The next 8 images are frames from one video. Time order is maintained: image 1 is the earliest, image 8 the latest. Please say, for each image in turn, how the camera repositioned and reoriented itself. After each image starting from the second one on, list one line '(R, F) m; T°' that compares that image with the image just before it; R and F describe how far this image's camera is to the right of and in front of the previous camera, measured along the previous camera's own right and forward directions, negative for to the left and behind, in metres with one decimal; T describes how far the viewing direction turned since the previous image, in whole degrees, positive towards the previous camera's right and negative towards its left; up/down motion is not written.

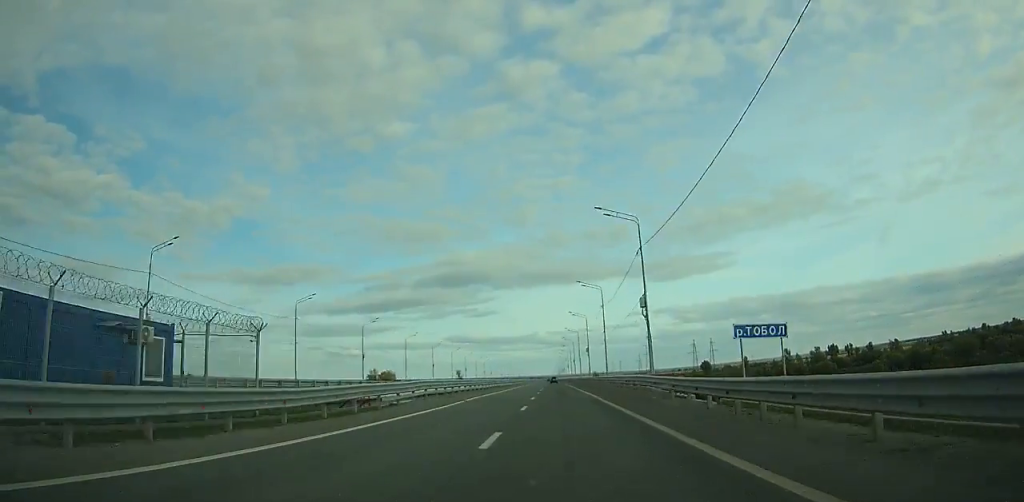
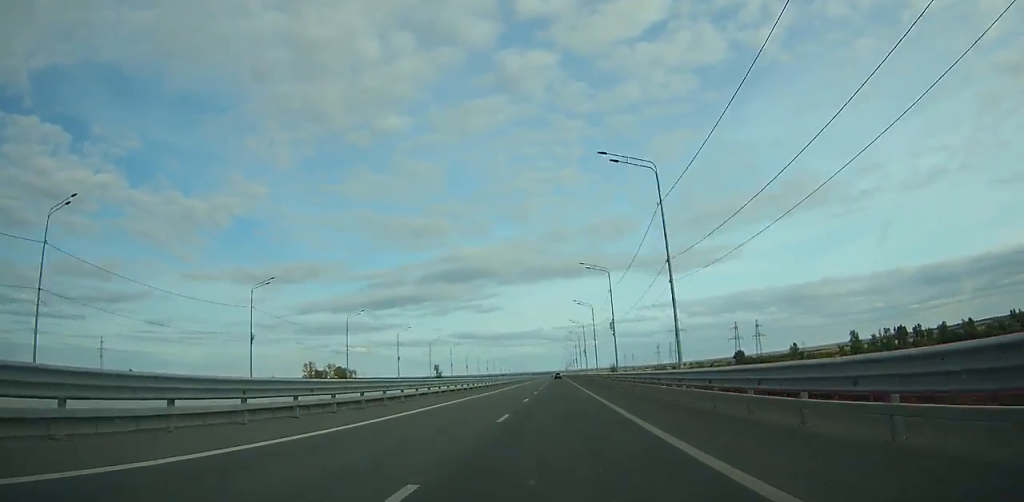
(-1.5, +102.1) m; -1°
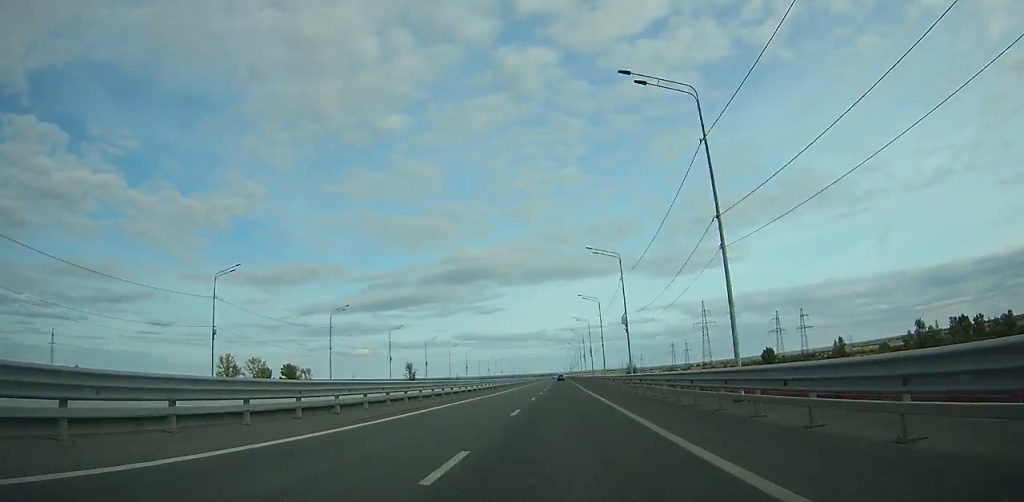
(-0.2, +68.8) m; 0°
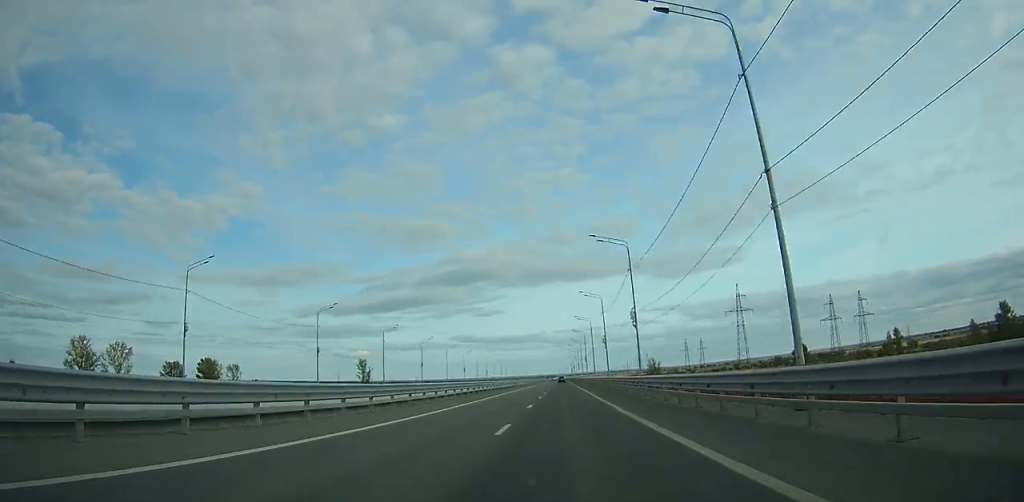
(-0.1, +65.2) m; 0°
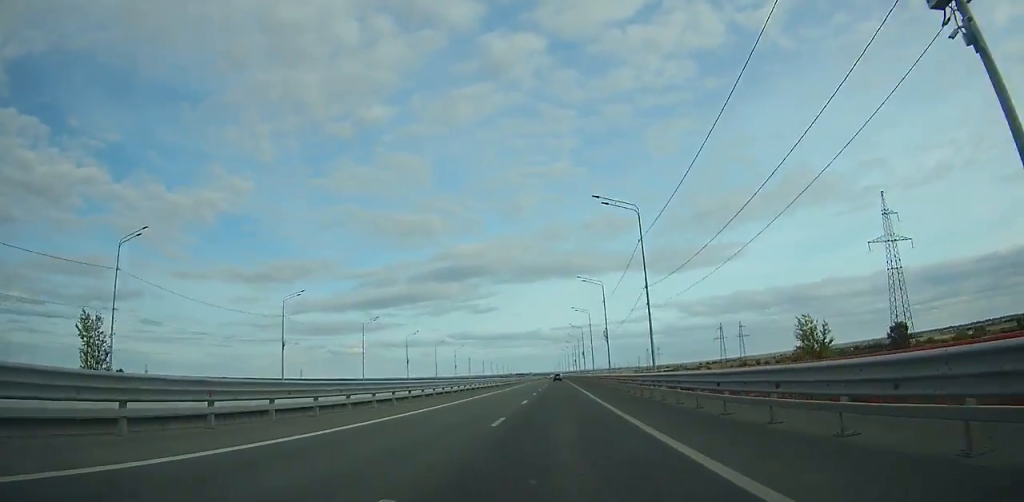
(+0.7, +128.5) m; 0°
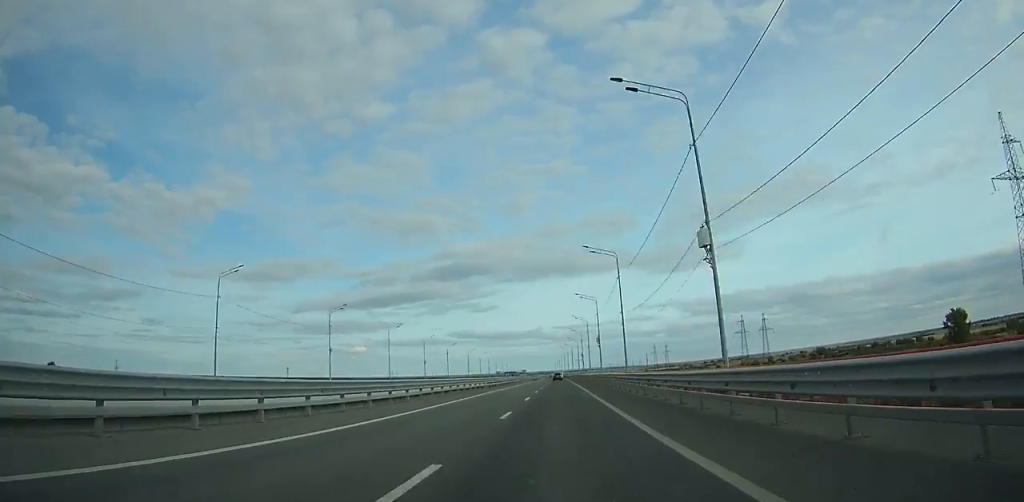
(-0.2, +45.6) m; 0°
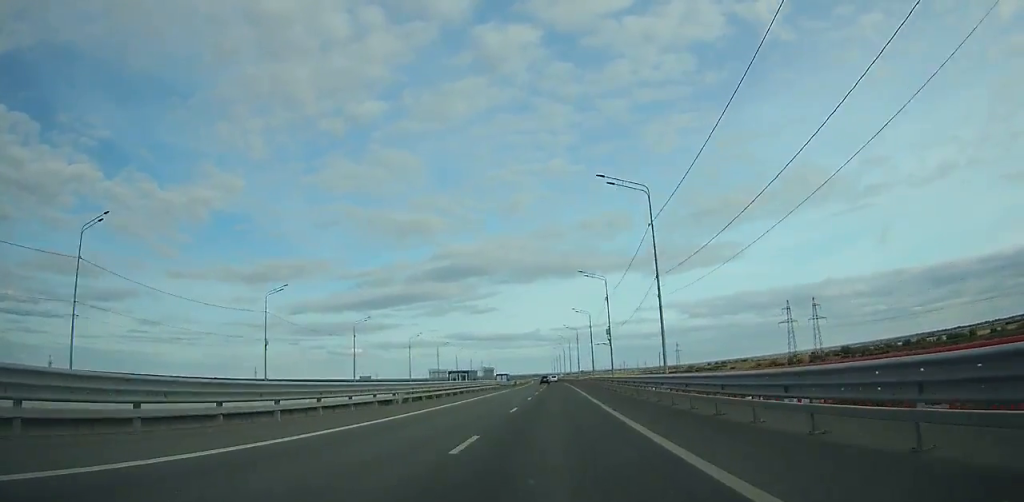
(-0.1, +80.2) m; 0°
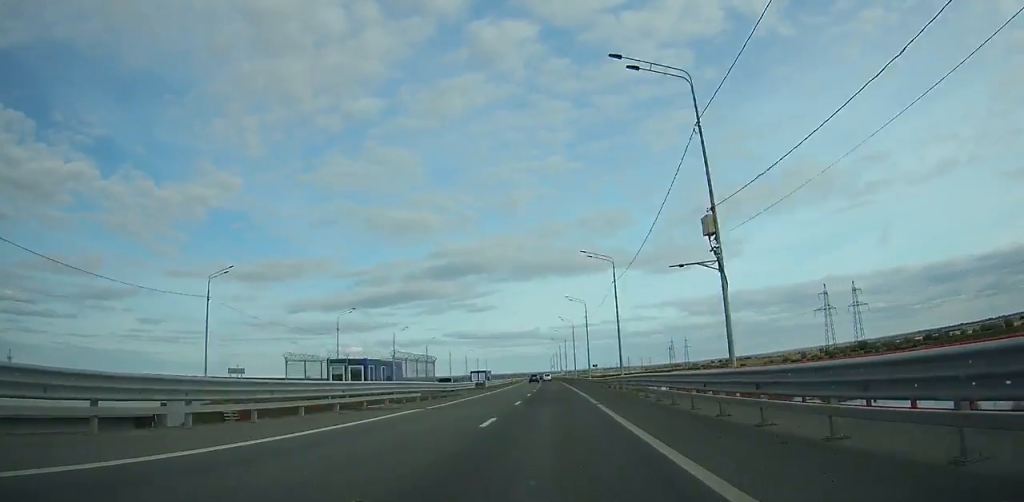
(+0.1, +43.1) m; 0°
